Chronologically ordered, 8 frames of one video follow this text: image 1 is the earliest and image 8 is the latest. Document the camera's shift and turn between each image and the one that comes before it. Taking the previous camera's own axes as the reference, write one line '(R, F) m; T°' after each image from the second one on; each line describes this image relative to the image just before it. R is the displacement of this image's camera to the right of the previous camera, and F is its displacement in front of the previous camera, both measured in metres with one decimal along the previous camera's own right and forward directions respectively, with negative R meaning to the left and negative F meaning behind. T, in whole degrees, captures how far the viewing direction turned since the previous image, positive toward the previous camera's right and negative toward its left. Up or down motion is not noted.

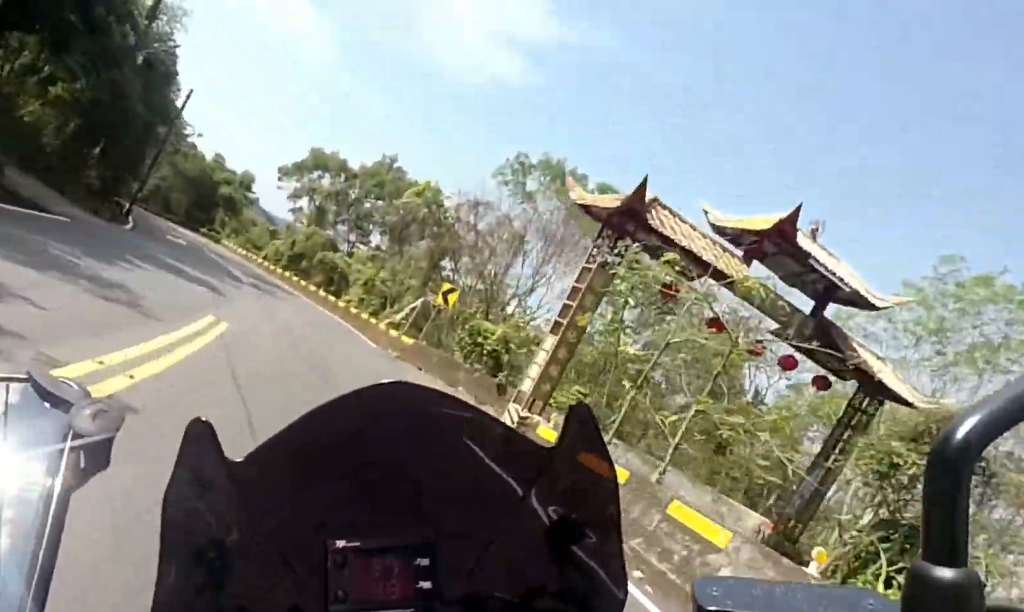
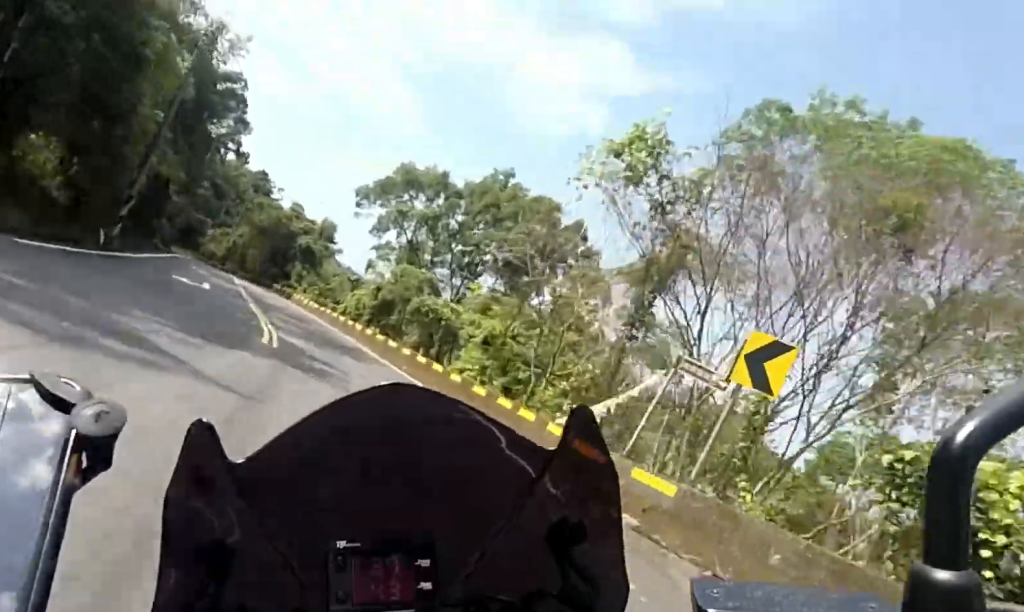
(-1.0, +13.8) m; -15°
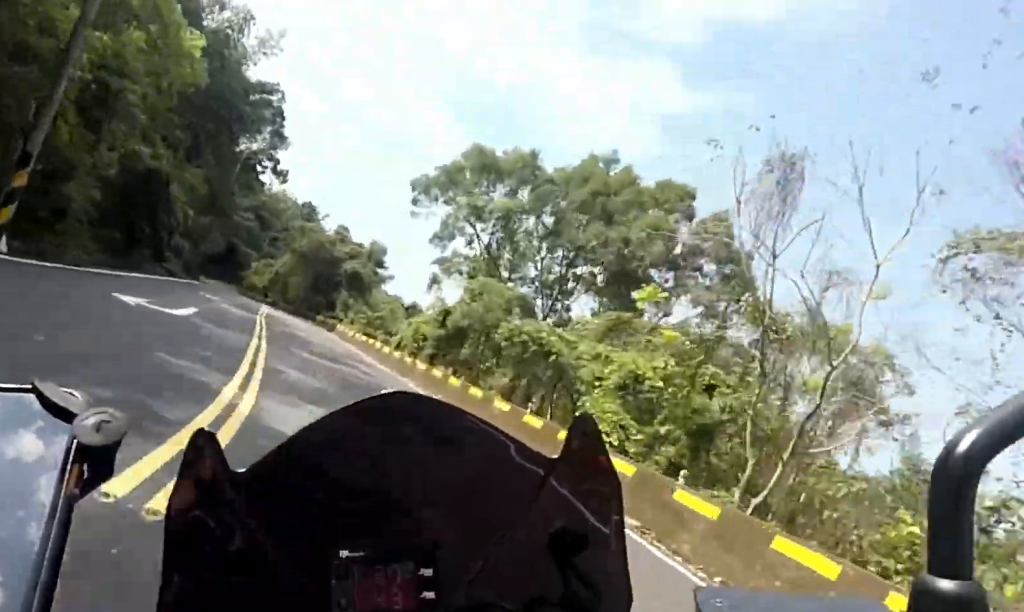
(+0.1, +9.1) m; -13°
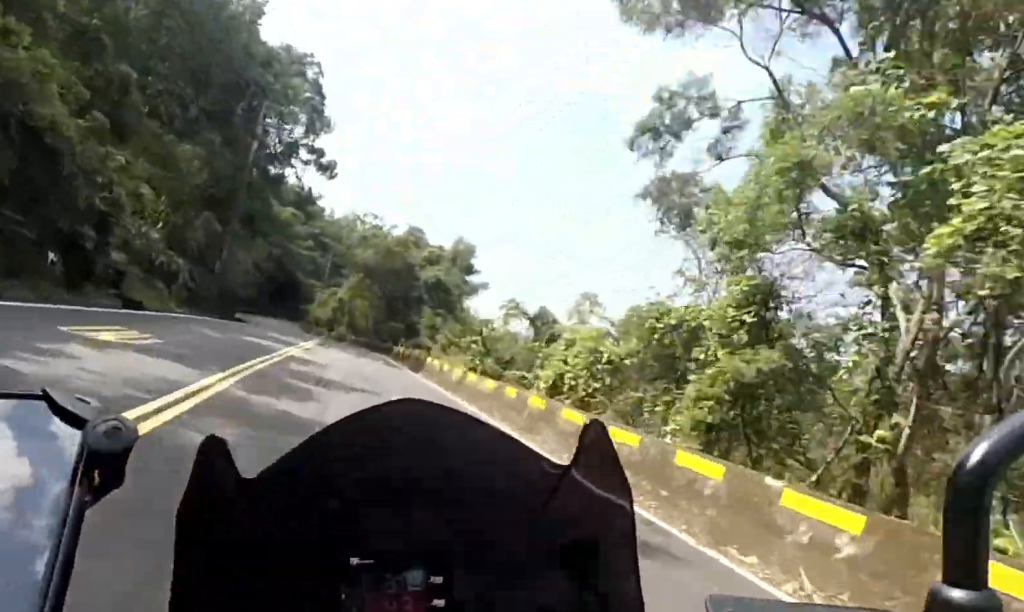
(-4.2, +16.1) m; -16°
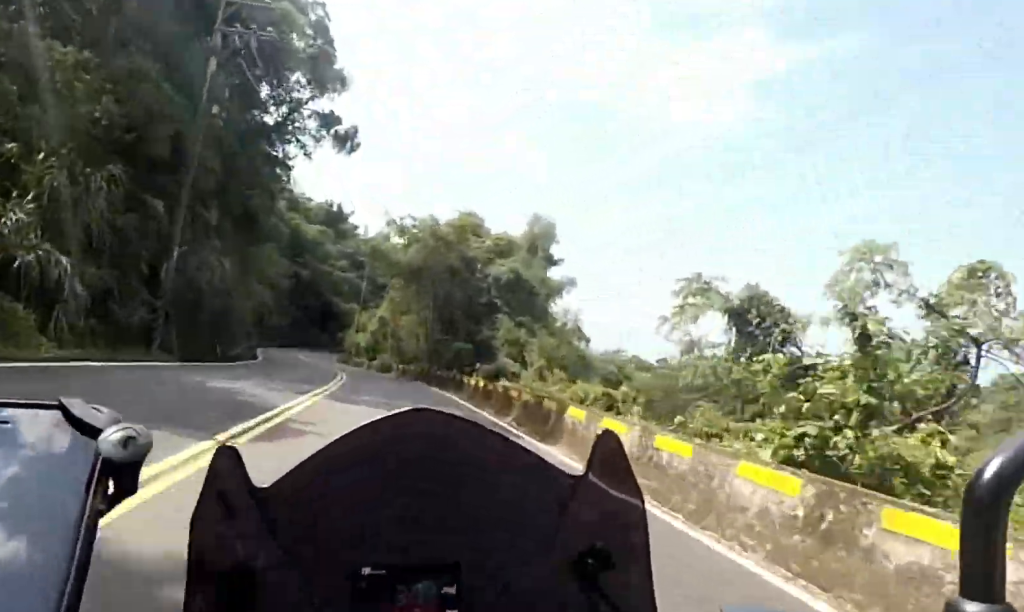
(-2.0, +14.3) m; -8°
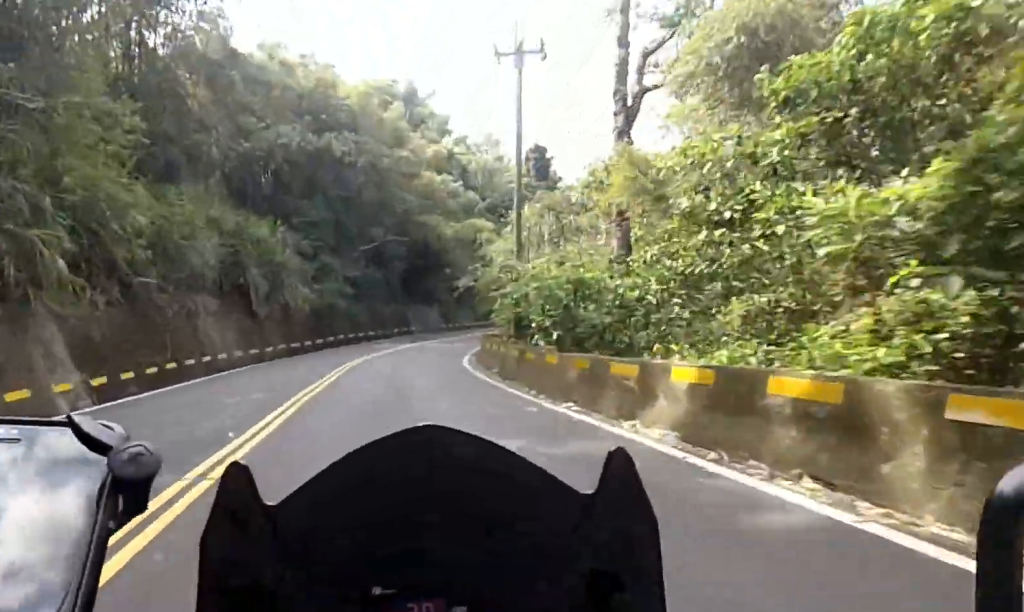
(+0.9, +55.2) m; +8°
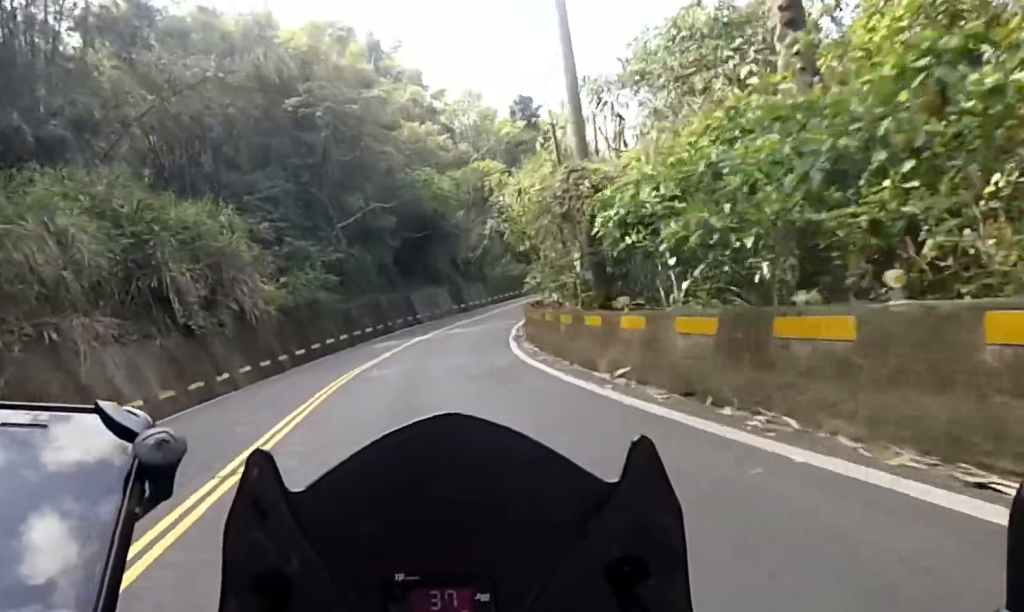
(-0.9, +10.2) m; +5°
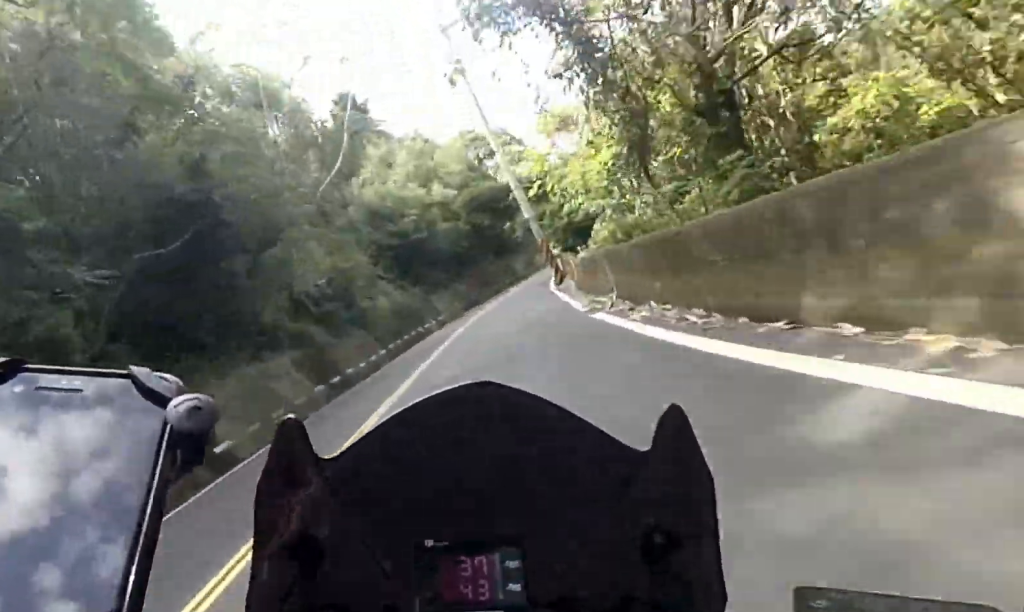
(+5.9, +28.6) m; +12°
